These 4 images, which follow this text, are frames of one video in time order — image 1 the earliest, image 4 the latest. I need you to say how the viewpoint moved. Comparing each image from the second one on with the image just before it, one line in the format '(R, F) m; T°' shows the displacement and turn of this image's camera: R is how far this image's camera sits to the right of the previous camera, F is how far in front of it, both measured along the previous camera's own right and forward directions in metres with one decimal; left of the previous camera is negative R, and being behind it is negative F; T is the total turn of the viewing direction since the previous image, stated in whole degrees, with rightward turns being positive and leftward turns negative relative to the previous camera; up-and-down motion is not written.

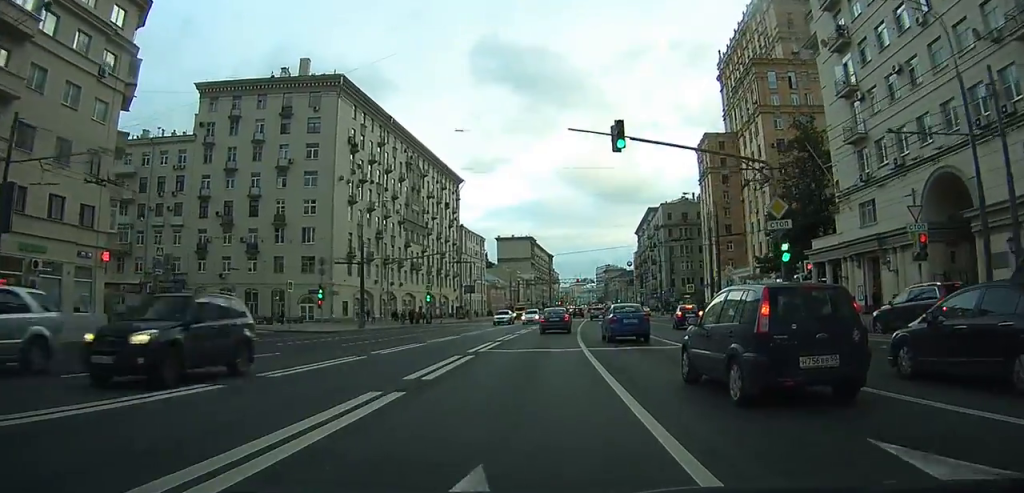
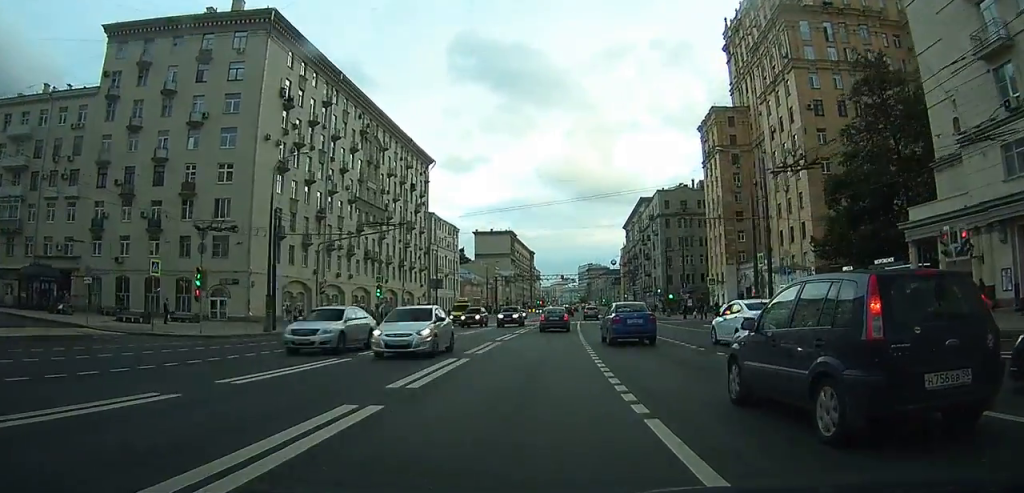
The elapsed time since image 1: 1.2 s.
(+0.4, +16.5) m; +2°
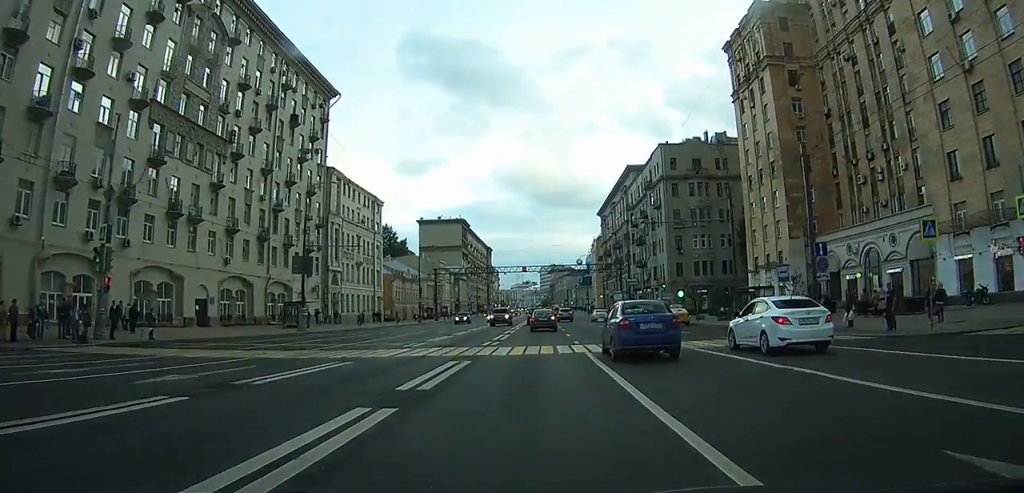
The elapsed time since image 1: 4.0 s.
(+1.0, +40.5) m; +3°
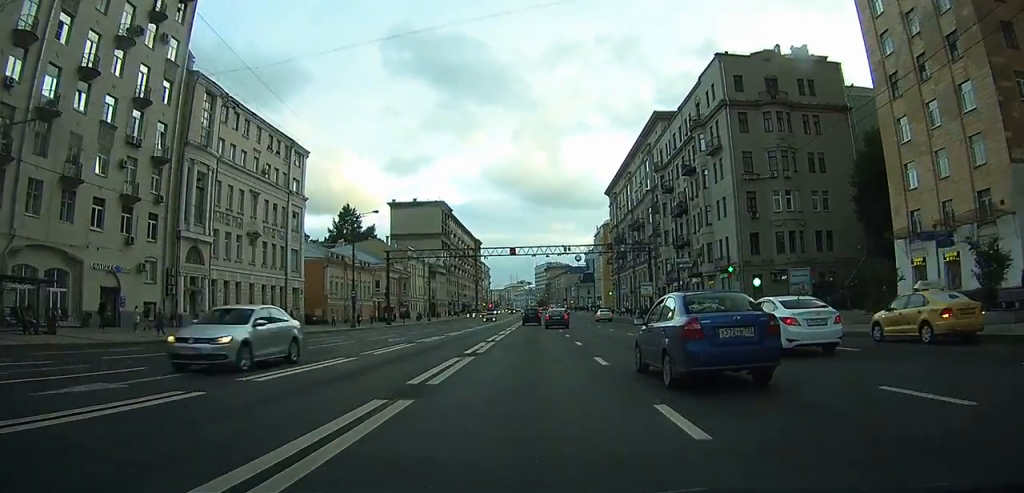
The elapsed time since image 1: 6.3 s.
(-0.2, +35.2) m; -1°
